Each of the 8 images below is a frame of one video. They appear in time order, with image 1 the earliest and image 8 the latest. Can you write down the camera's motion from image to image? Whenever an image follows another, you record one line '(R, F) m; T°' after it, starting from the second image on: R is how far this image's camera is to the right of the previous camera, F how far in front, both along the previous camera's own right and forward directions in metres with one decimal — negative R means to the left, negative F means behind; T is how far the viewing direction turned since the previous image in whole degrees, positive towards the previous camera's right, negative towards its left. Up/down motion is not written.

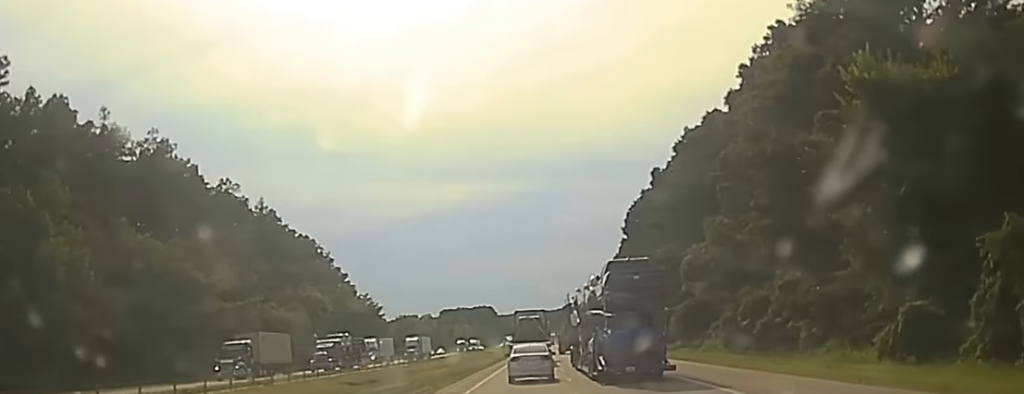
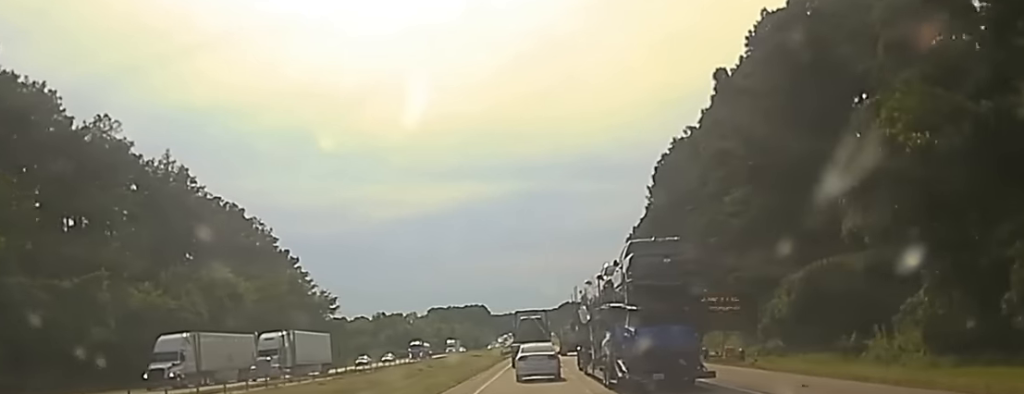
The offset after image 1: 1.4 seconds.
(+0.2, +45.7) m; 0°
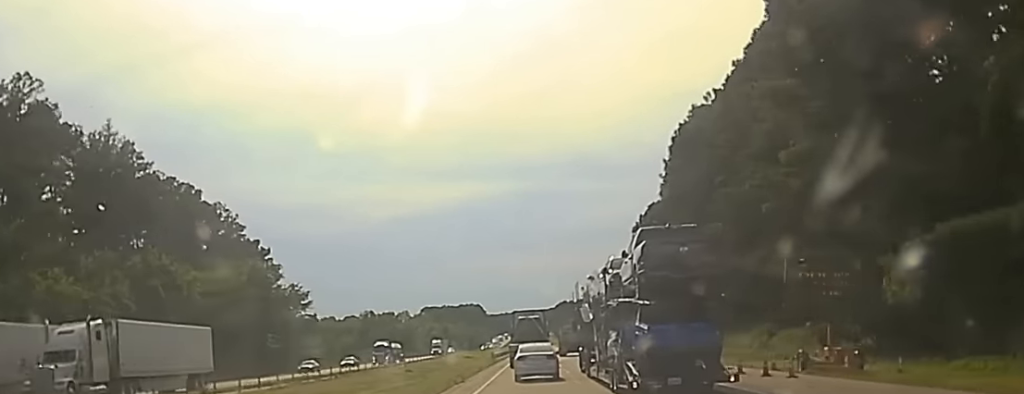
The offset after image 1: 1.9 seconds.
(-0.1, +20.0) m; 0°
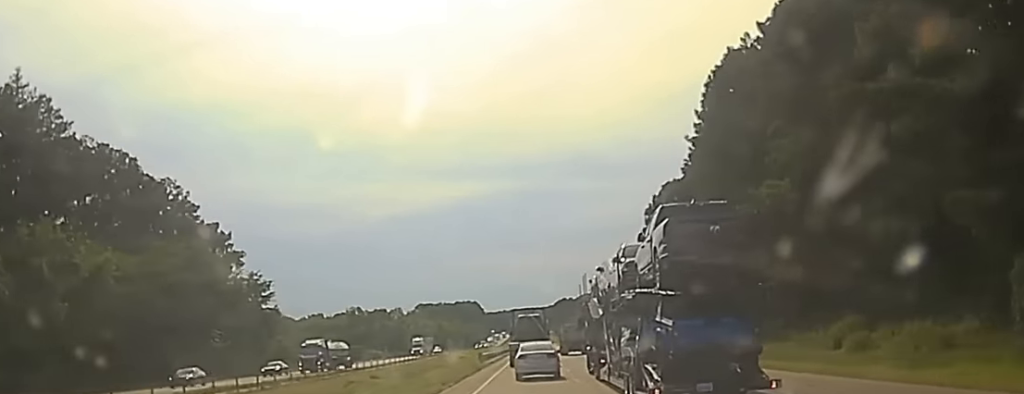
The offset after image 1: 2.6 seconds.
(+0.1, +22.5) m; 0°
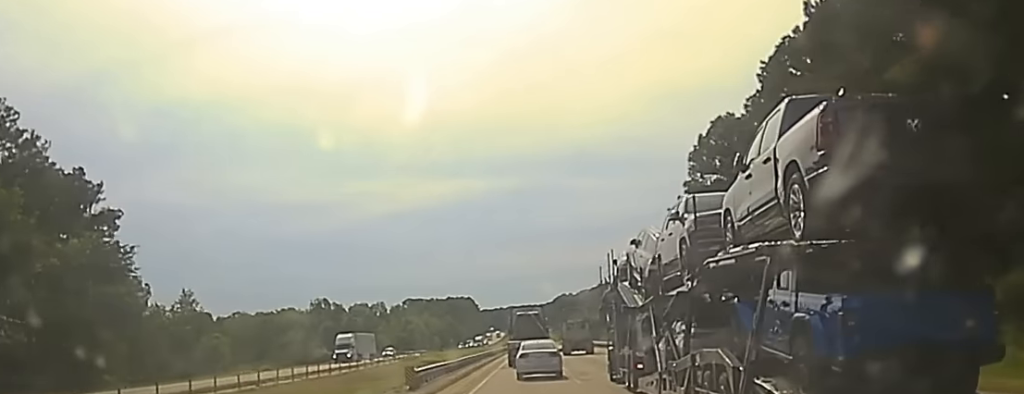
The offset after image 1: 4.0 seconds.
(0.0, +48.6) m; 0°
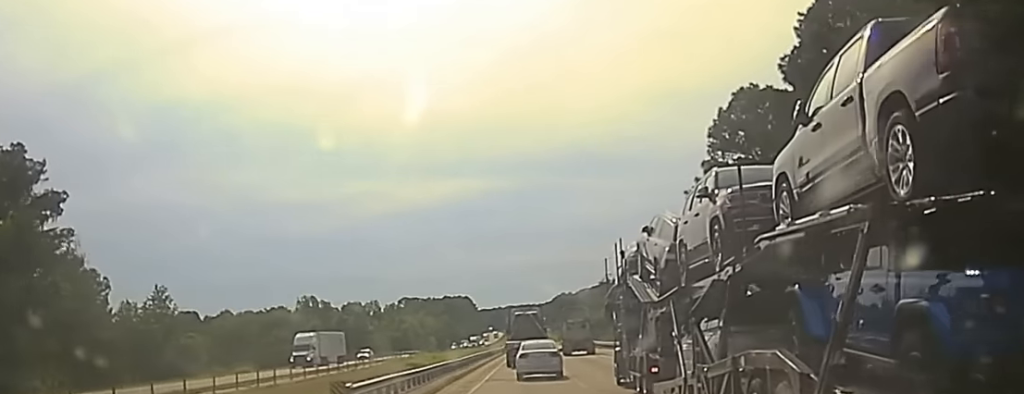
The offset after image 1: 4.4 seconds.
(0.0, +13.9) m; 0°
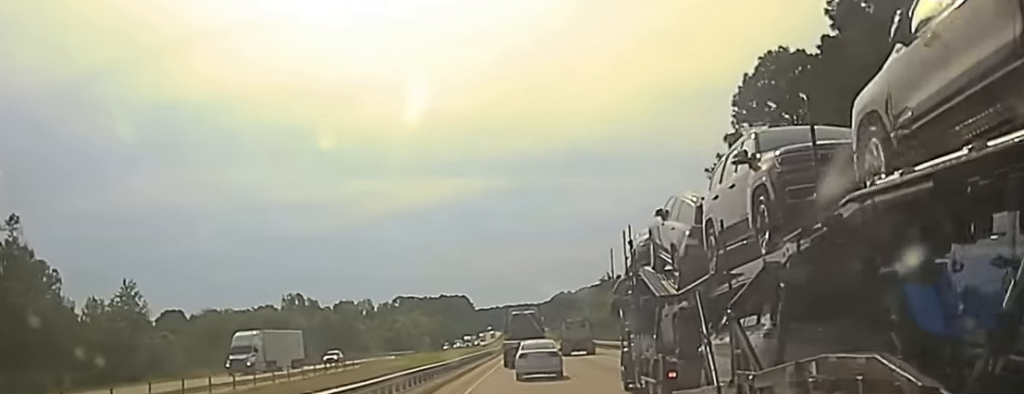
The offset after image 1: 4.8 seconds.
(+0.1, +14.5) m; 0°
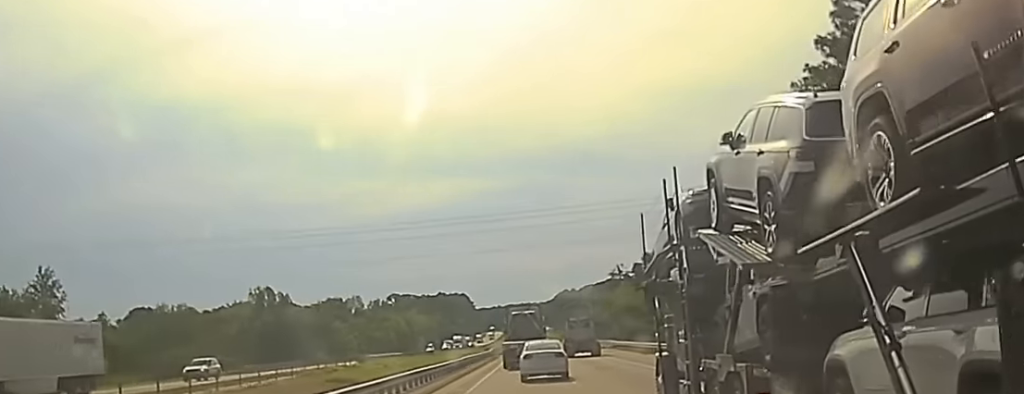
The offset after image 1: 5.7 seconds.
(+0.1, +31.3) m; 0°
